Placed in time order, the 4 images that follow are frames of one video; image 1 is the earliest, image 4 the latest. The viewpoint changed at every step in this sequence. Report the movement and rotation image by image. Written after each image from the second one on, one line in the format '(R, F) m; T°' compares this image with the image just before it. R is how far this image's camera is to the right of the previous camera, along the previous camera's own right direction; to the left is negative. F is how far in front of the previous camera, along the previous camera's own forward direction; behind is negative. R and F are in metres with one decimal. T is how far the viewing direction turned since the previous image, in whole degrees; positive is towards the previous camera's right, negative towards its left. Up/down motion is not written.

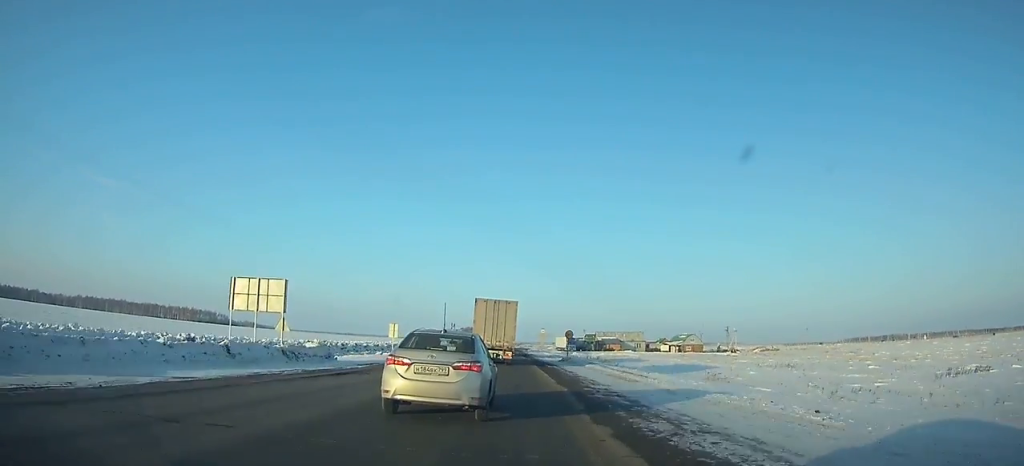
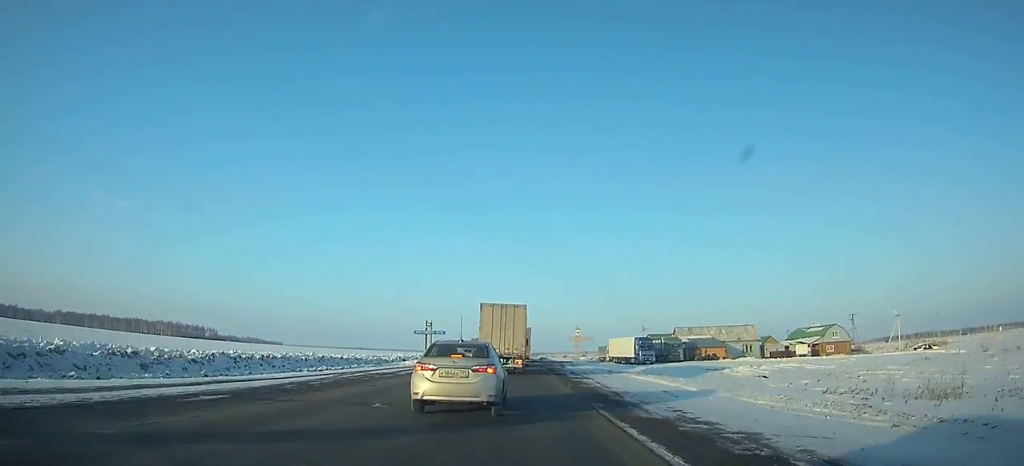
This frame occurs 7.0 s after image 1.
(-1.0, +72.2) m; -2°
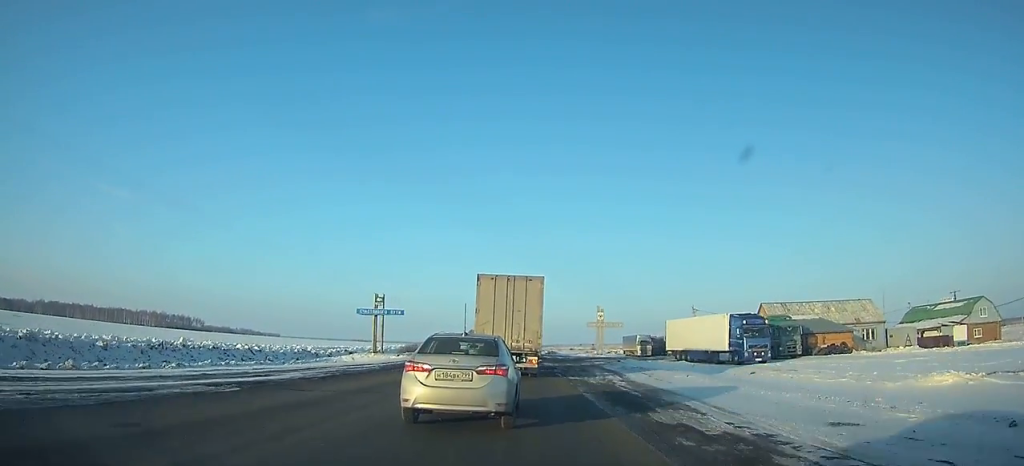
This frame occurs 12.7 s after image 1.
(-0.3, +37.5) m; 0°
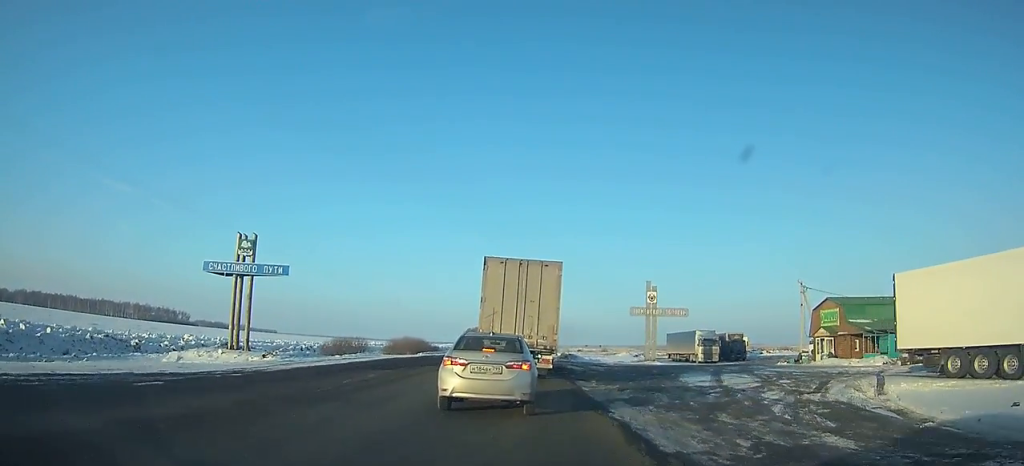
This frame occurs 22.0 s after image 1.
(+0.7, +34.8) m; +3°
